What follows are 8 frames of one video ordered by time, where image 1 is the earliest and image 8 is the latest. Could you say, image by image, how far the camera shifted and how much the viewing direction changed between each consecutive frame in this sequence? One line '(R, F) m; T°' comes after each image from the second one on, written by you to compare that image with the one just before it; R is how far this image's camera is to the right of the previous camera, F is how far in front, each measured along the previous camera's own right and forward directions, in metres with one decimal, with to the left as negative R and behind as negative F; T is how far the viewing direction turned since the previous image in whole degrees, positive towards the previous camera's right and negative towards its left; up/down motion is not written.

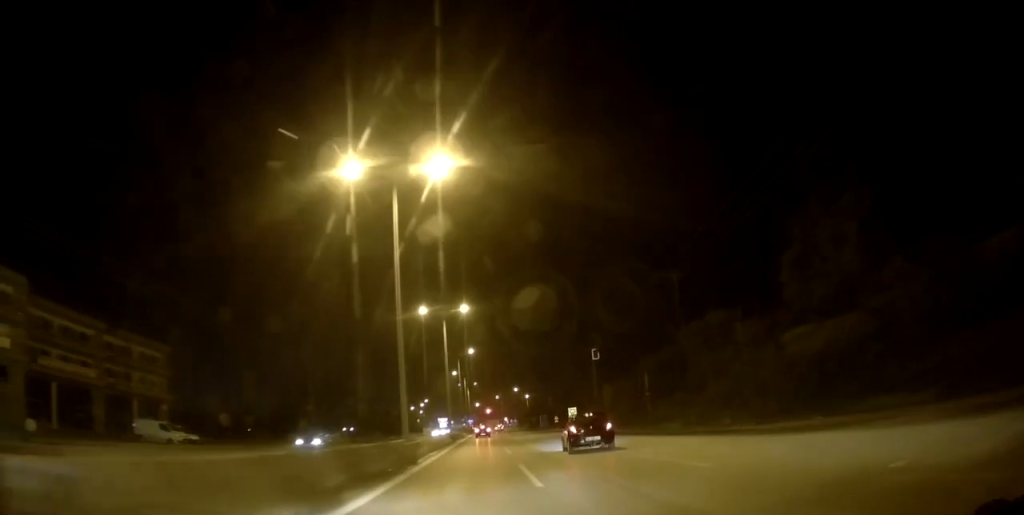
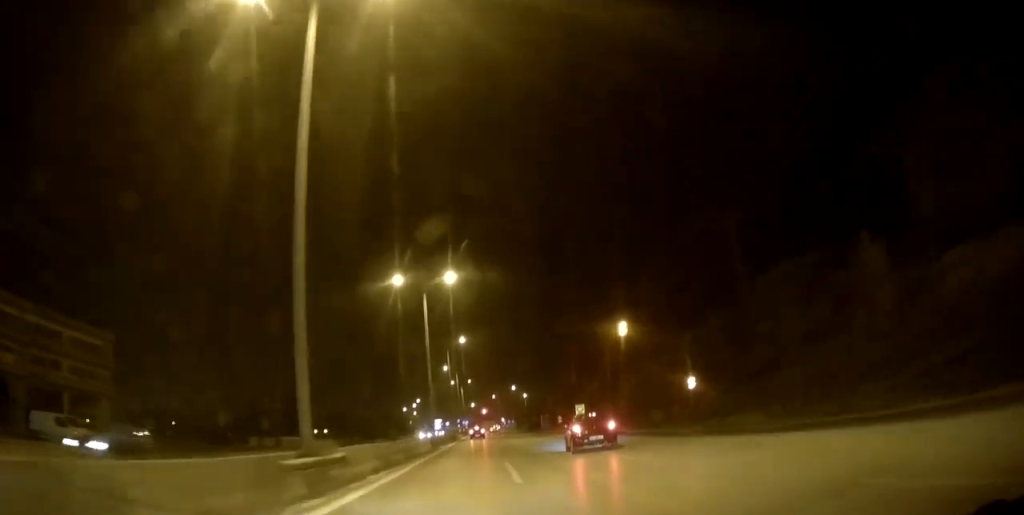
(-0.2, +10.3) m; -1°
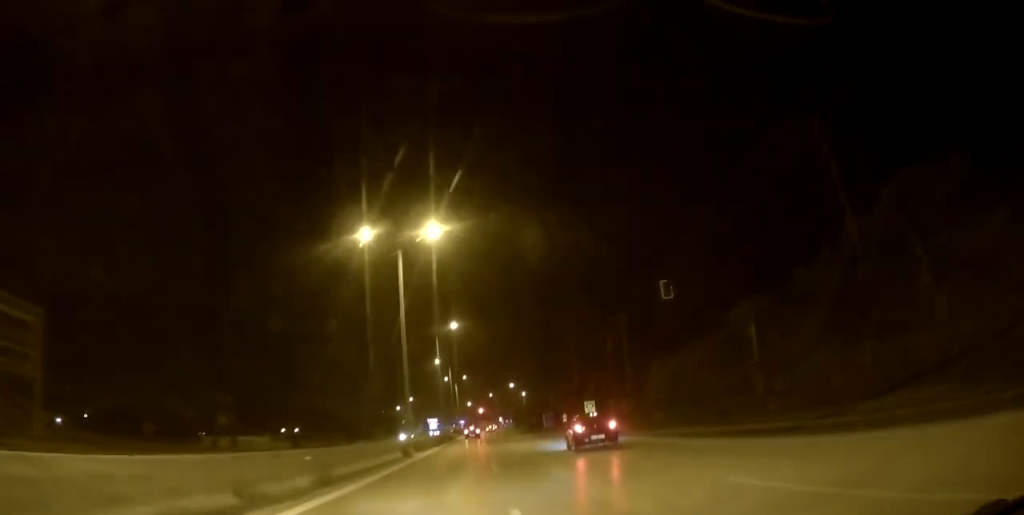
(-0.1, +8.9) m; +1°
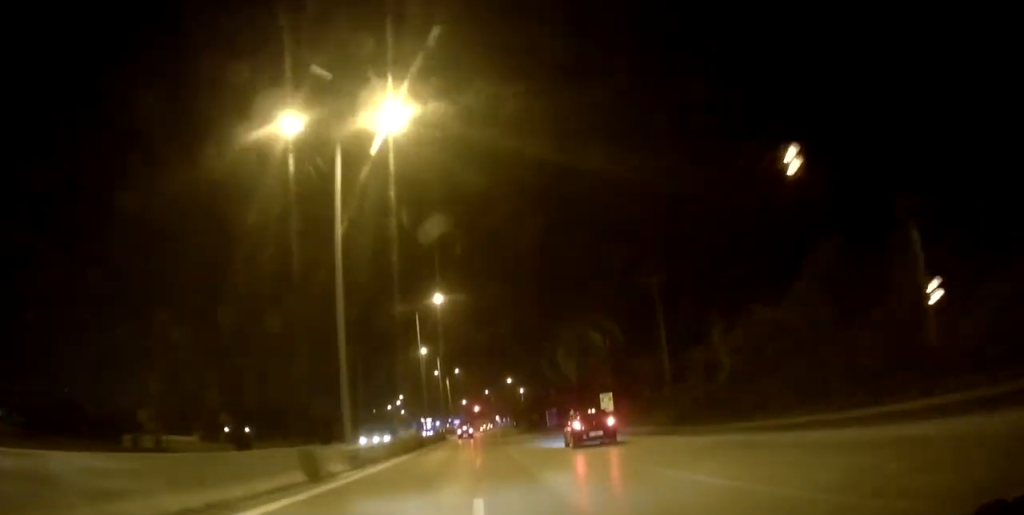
(+1.4, +31.5) m; +7°
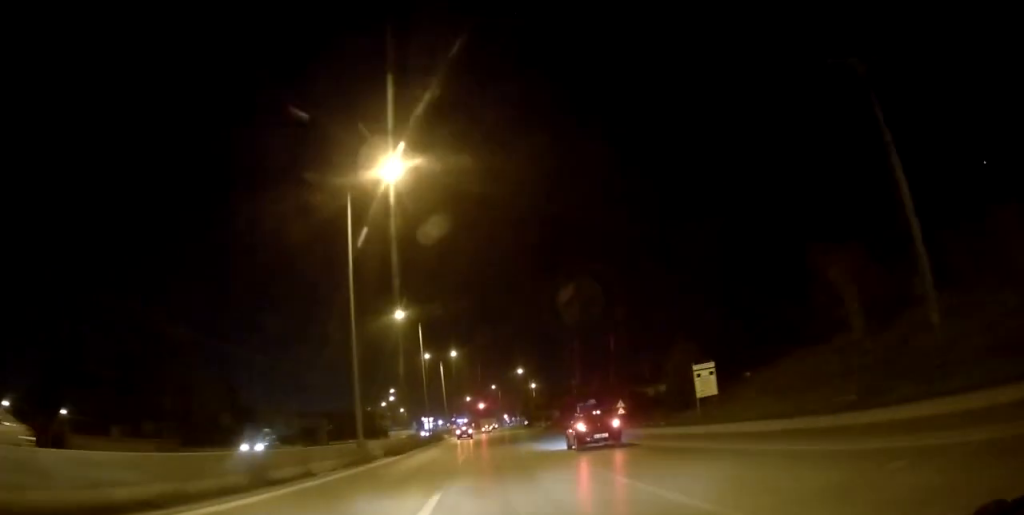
(+0.7, +24.8) m; -1°
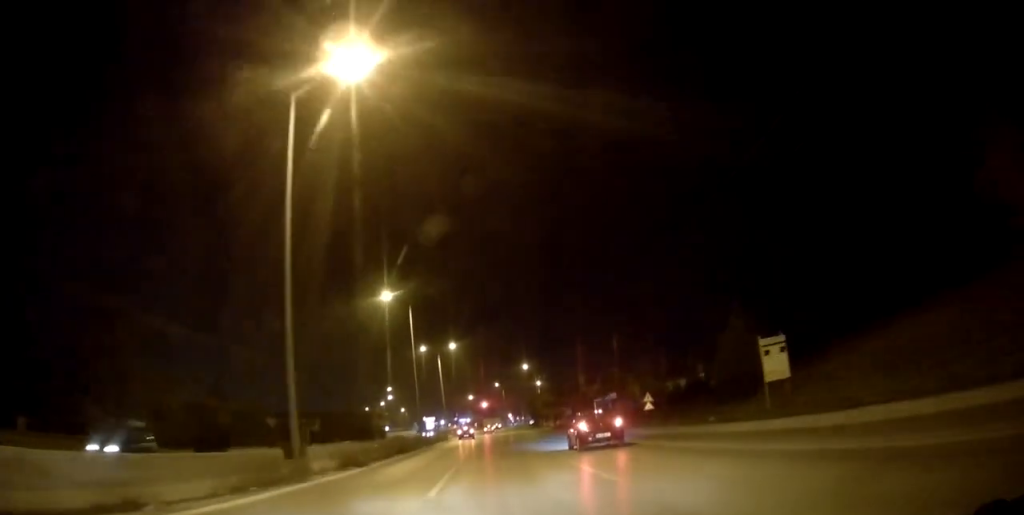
(-0.1, +8.0) m; -2°
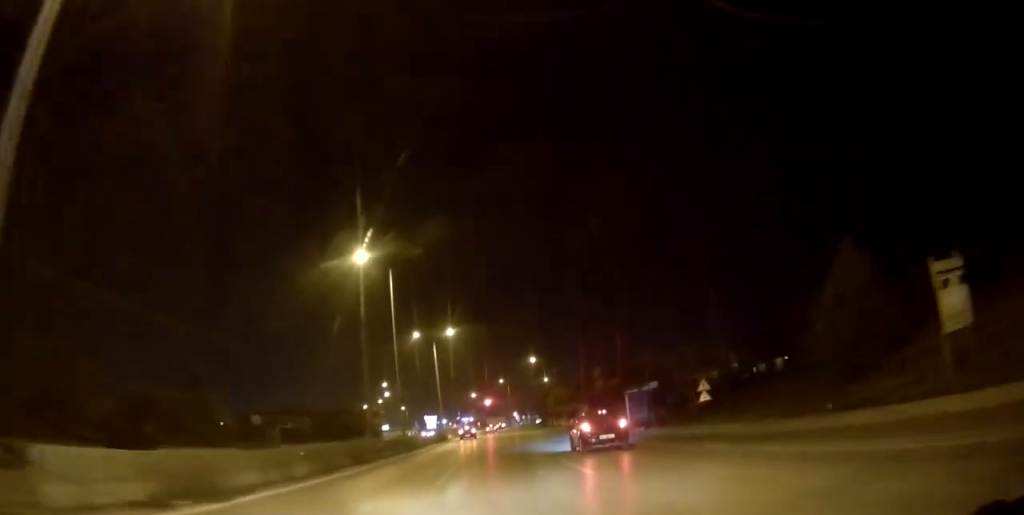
(-0.3, +10.6) m; -2°
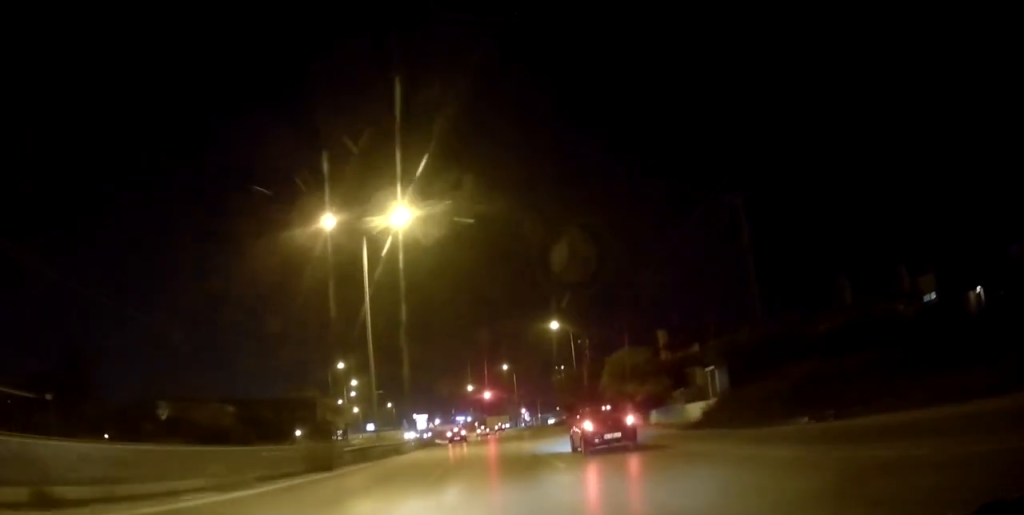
(-0.4, +36.9) m; +2°
